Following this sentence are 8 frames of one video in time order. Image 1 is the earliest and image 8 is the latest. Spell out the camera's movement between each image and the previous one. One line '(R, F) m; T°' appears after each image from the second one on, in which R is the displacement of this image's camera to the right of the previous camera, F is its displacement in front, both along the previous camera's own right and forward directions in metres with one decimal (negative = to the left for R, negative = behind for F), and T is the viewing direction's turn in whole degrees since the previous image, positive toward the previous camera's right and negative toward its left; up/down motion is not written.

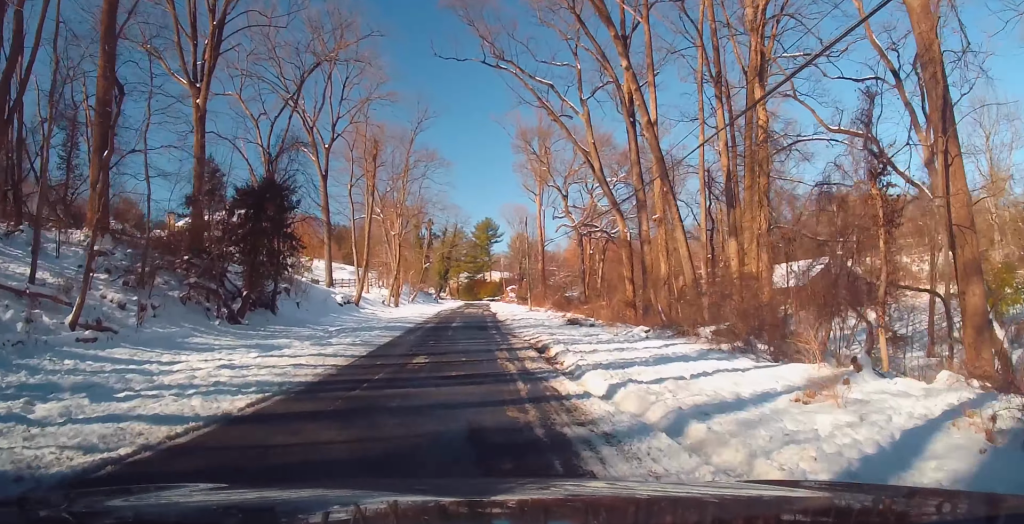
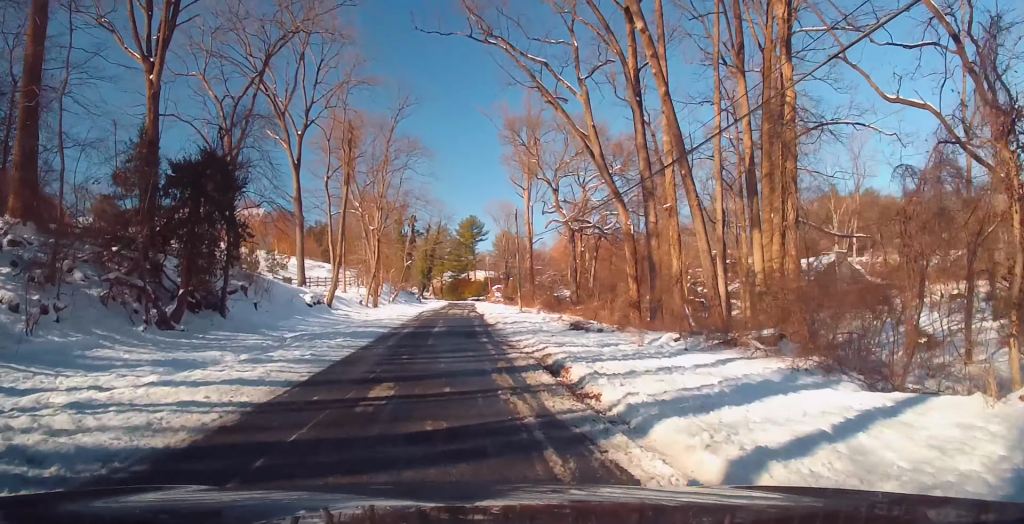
(-0.1, +4.4) m; -3°
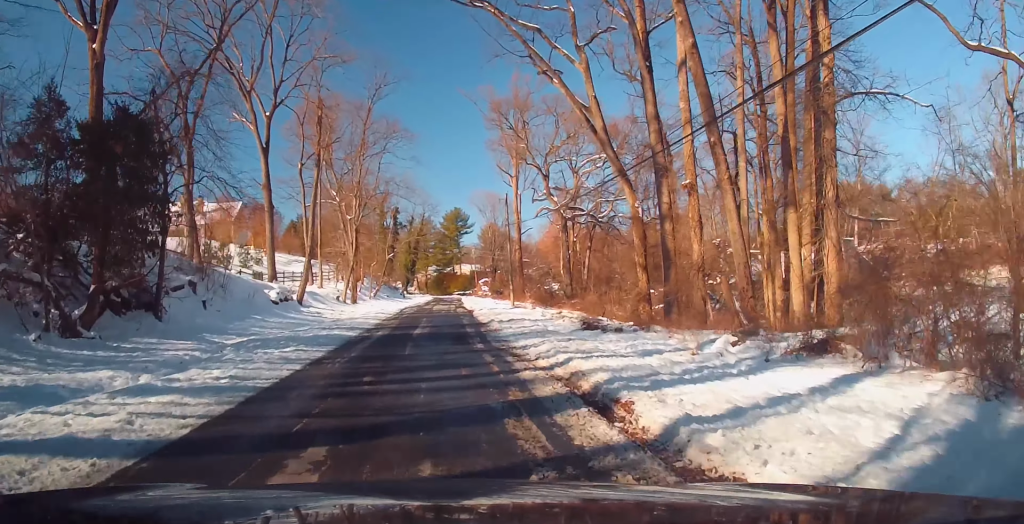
(-0.1, +4.7) m; +3°
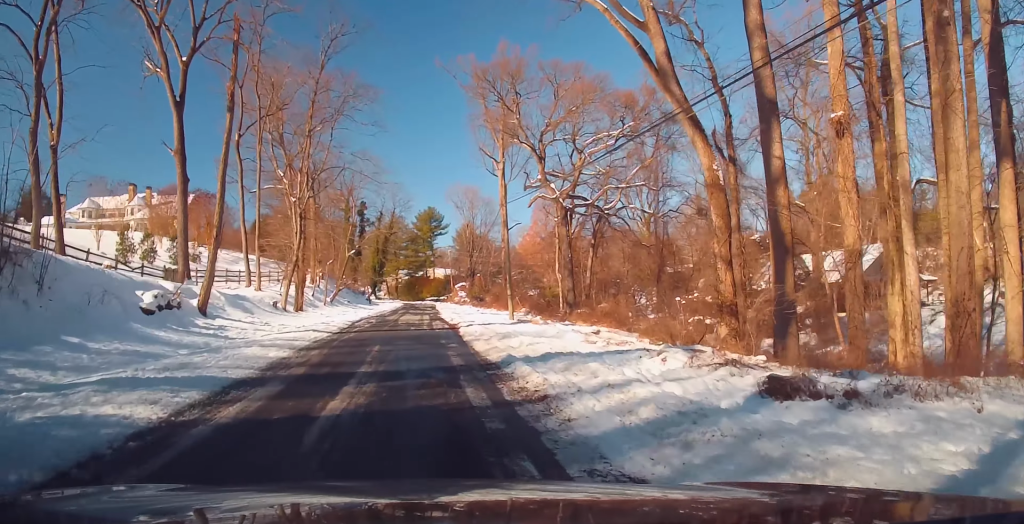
(+1.4, +12.8) m; +13°
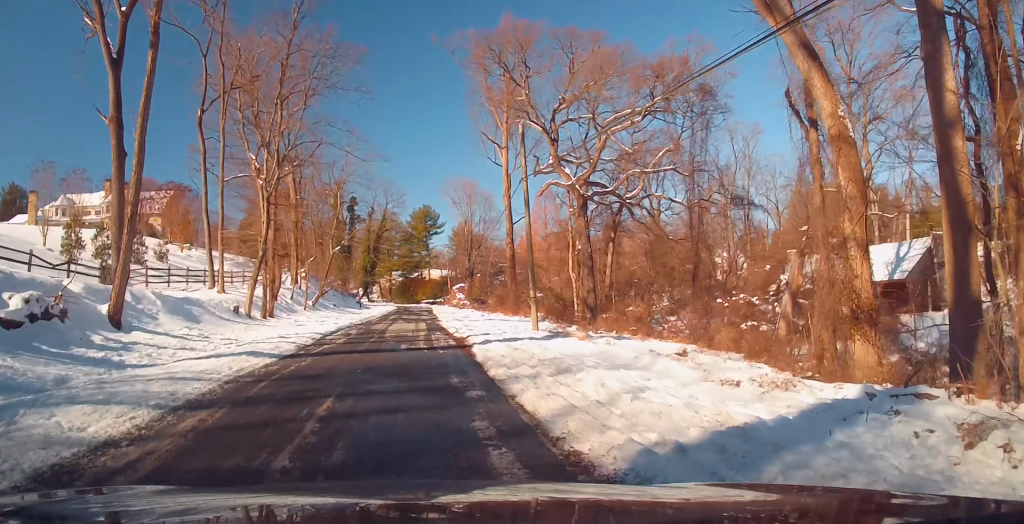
(+0.3, +8.0) m; -2°
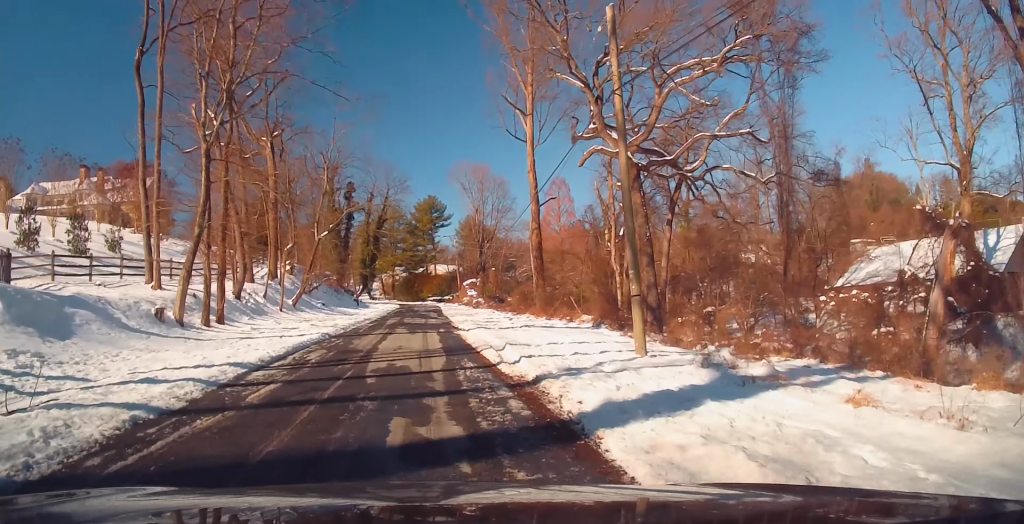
(-0.8, +11.4) m; -9°
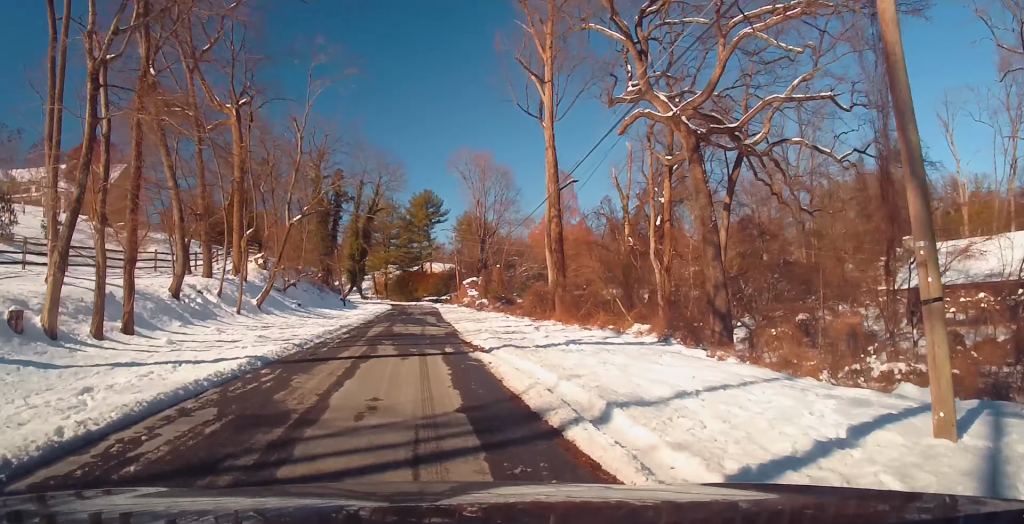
(-0.6, +9.1) m; -3°
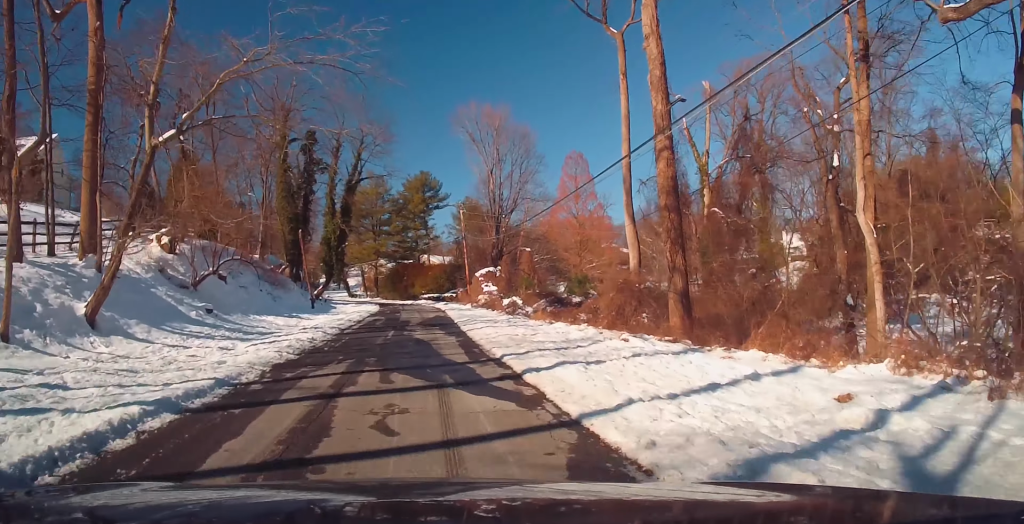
(+1.3, +20.3) m; +7°
